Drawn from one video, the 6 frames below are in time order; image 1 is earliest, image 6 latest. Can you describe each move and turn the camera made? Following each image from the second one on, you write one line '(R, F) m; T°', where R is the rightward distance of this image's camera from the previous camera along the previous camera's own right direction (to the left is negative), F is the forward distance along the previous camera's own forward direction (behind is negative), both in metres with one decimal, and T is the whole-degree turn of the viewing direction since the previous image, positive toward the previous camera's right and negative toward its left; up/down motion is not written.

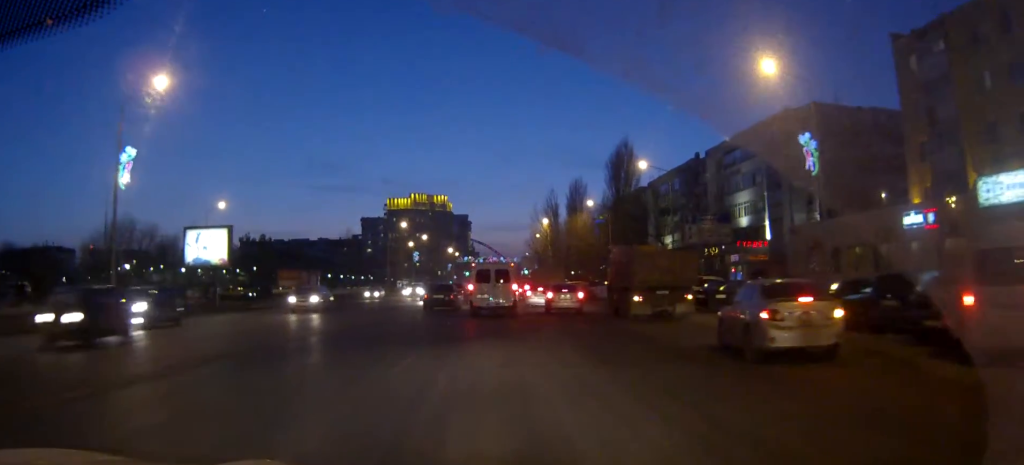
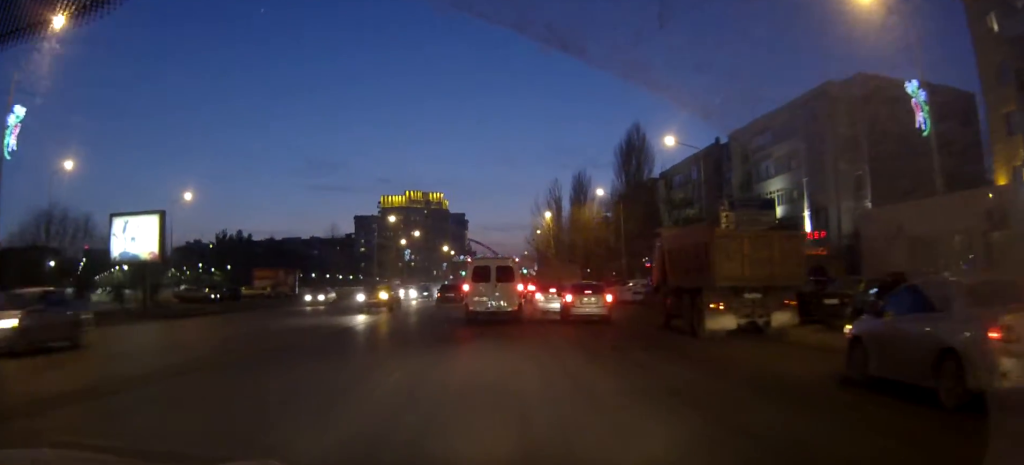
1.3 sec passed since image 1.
(0.0, +10.5) m; 0°
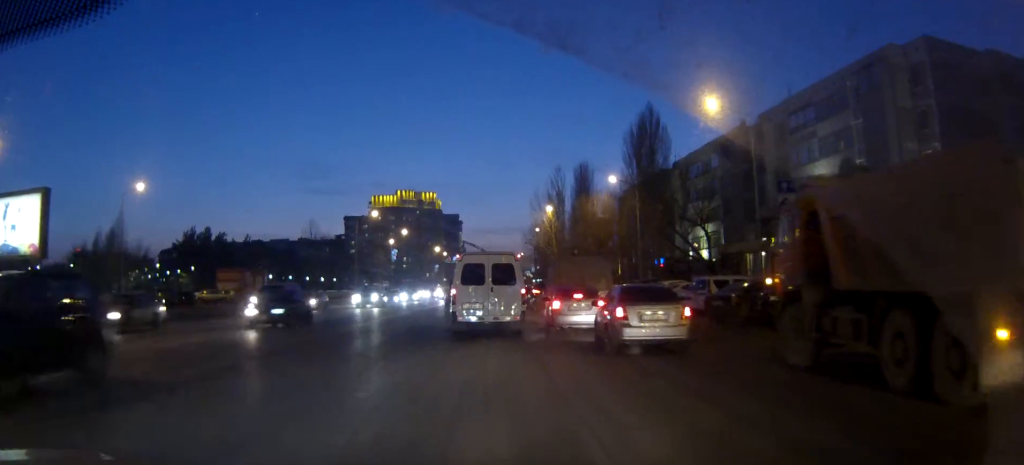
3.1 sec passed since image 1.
(+0.2, +11.4) m; 0°
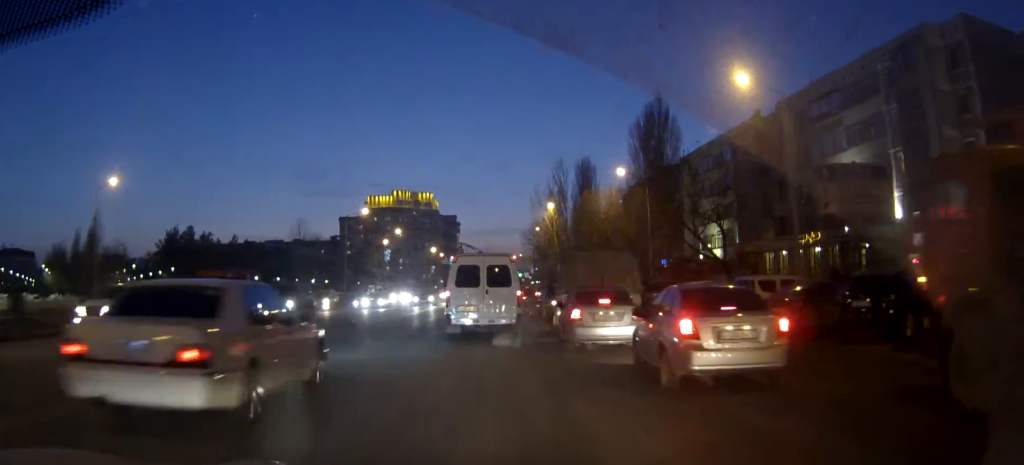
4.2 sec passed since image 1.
(-0.1, +5.6) m; -1°
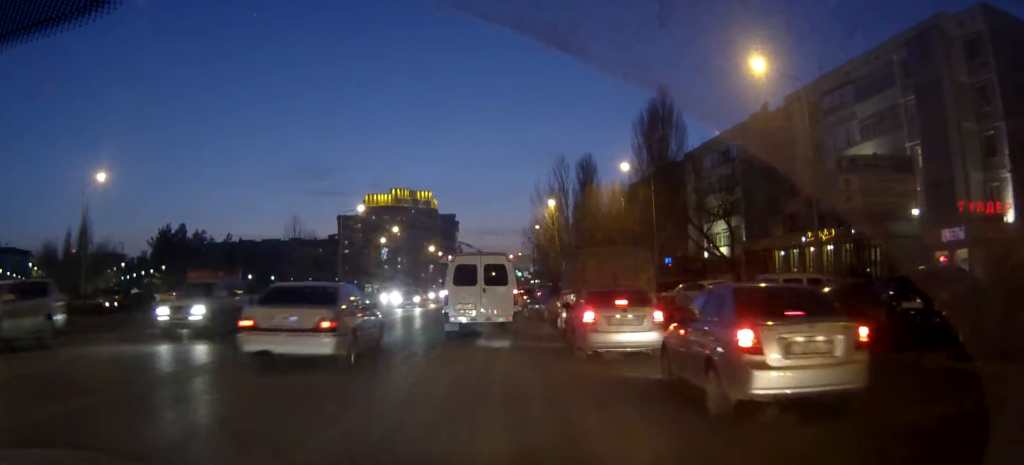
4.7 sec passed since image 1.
(0.0, +2.4) m; 0°
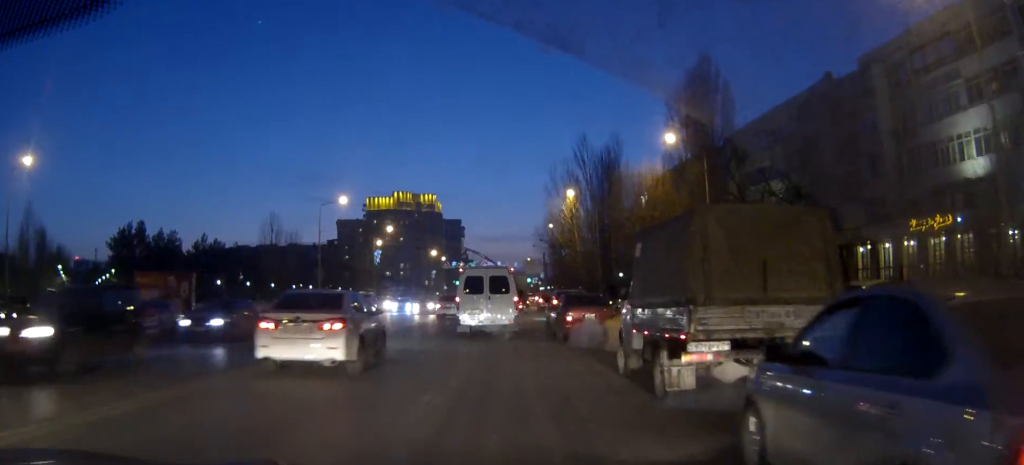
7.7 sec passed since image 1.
(+0.2, +14.1) m; 0°
